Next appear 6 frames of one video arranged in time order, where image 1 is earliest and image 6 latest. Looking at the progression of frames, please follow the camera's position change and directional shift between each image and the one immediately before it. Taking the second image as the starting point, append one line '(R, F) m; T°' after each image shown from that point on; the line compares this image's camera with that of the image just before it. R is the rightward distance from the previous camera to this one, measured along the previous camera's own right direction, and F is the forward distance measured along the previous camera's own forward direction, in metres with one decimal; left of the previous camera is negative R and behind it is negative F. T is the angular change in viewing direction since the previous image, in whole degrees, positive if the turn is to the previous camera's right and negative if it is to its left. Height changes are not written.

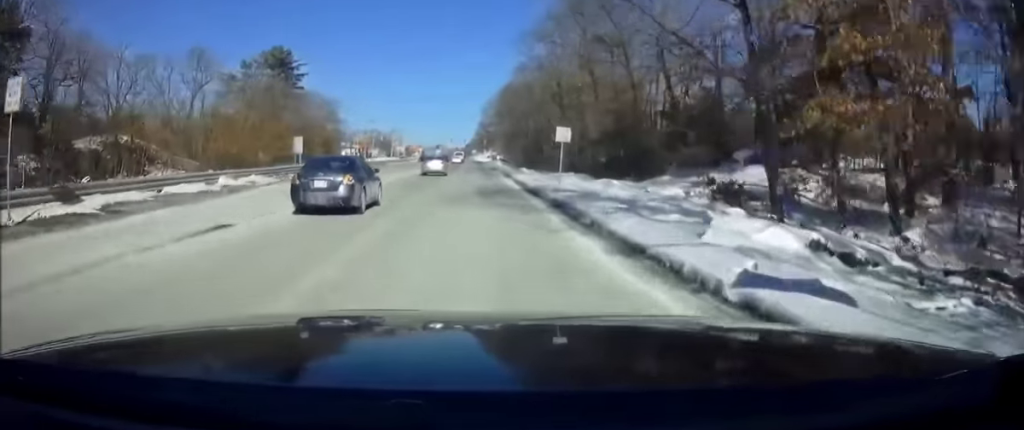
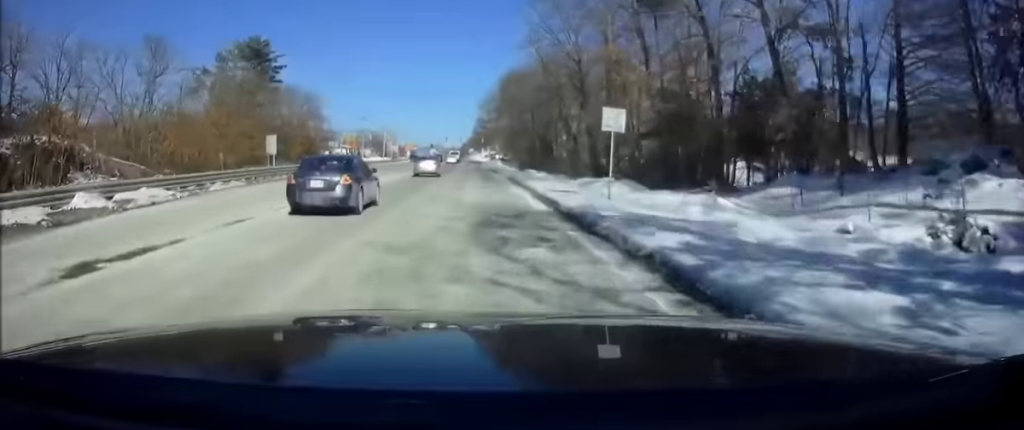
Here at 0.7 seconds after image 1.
(0.0, +12.7) m; 0°
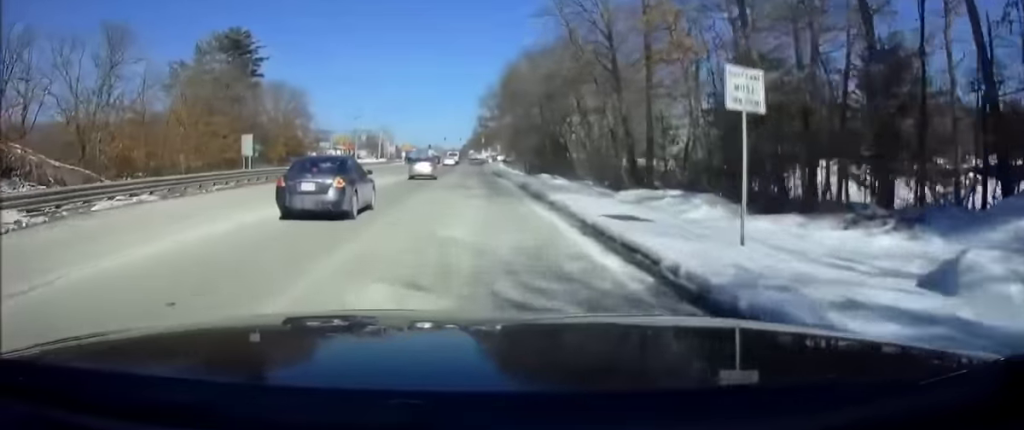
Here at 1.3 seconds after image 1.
(0.0, +11.1) m; 0°
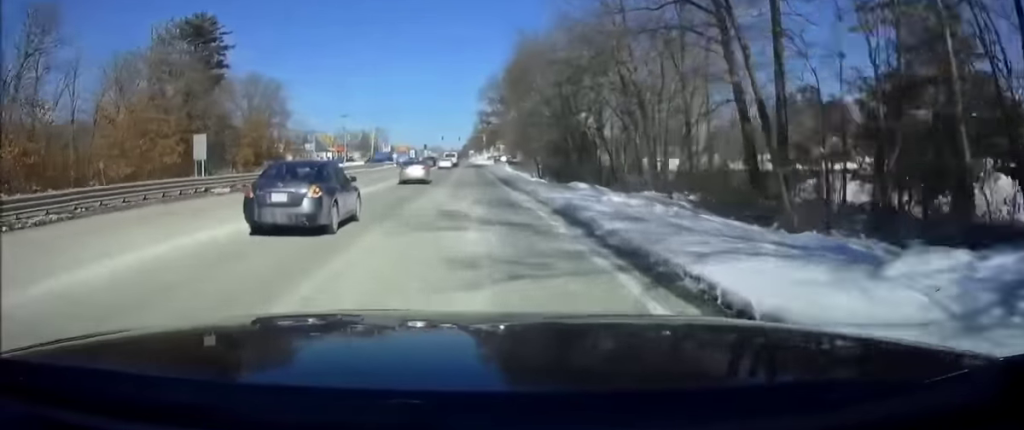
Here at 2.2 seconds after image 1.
(+0.1, +15.0) m; 0°
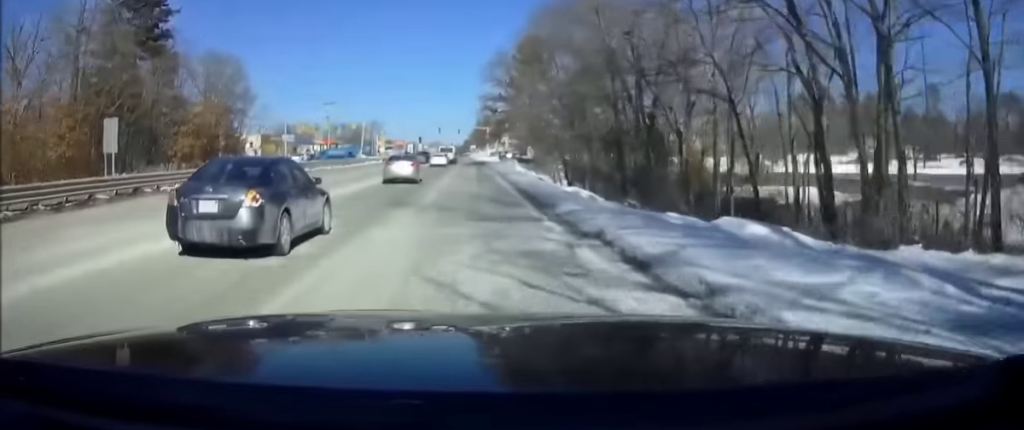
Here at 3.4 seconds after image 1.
(-0.1, +19.4) m; 0°
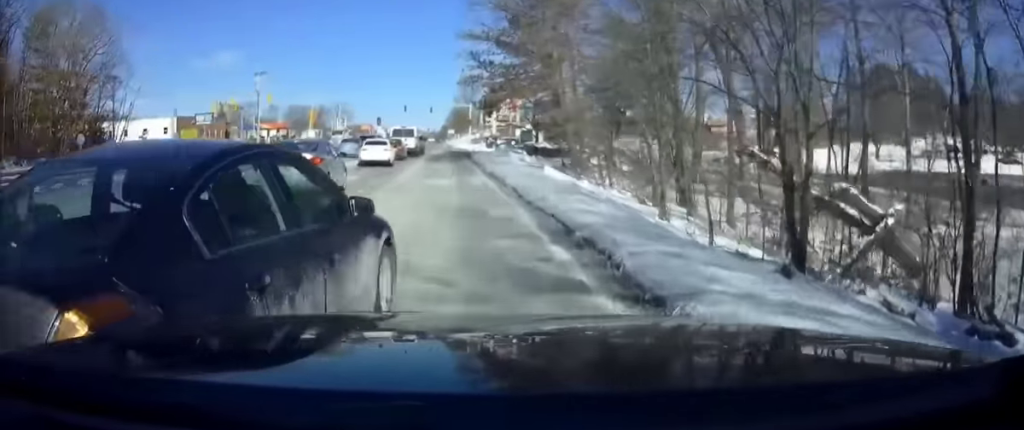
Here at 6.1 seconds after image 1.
(+0.1, +33.0) m; -1°
